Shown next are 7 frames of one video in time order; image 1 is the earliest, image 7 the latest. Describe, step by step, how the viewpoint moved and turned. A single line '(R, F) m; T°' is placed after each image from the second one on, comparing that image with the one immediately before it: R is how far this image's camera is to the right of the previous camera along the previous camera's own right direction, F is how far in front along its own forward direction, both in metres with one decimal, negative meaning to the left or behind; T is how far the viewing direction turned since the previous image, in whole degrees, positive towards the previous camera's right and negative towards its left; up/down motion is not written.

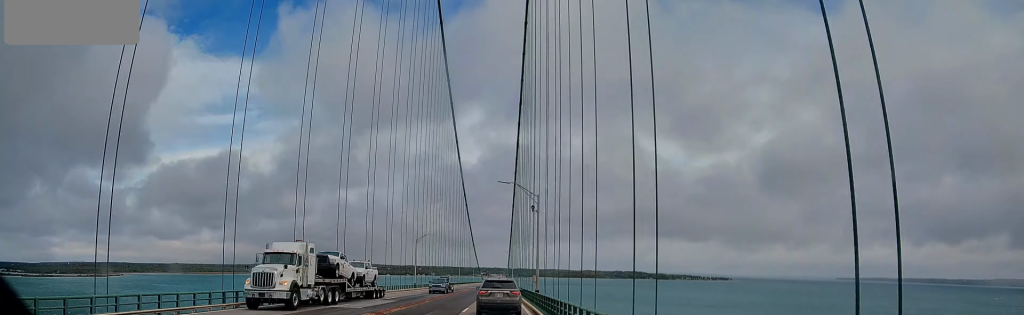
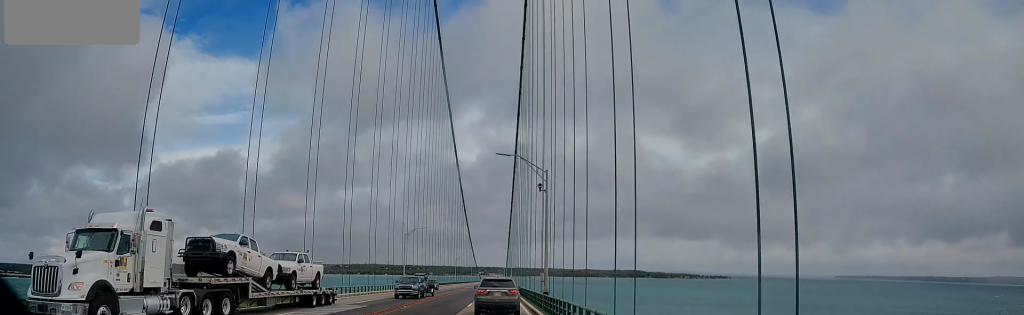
(0.0, +9.5) m; 0°
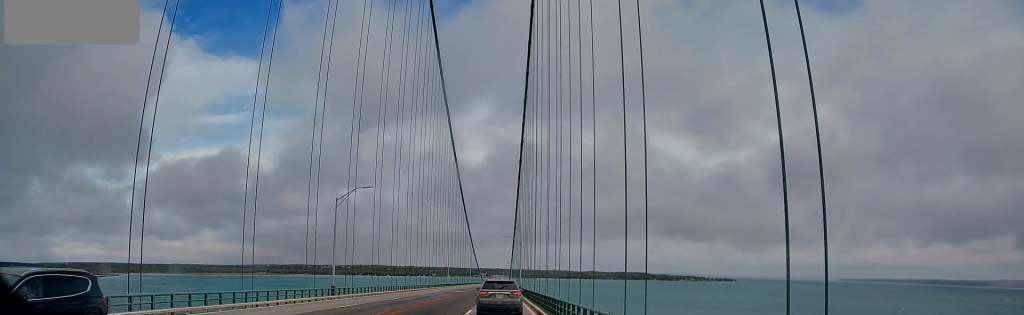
(0.0, +33.7) m; 0°
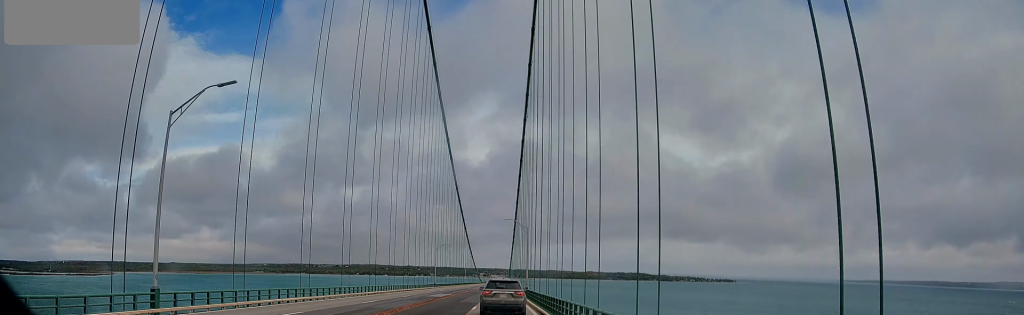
(-0.1, +24.9) m; -1°
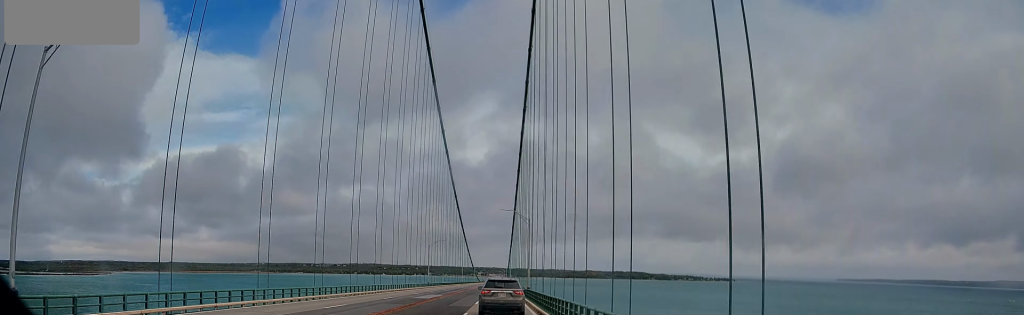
(0.0, +6.6) m; 0°
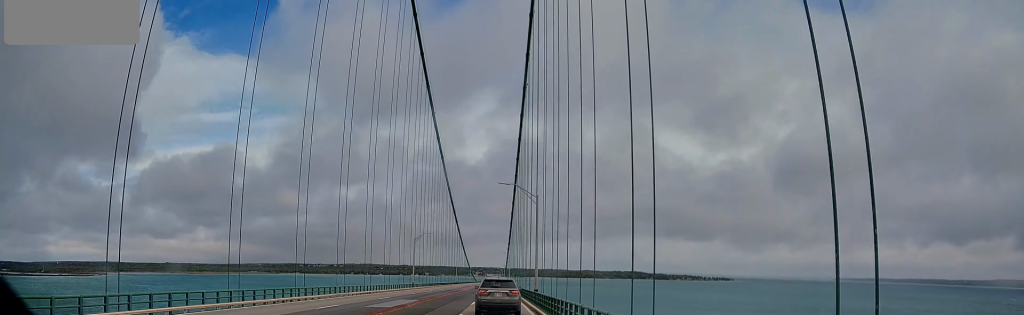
(-0.1, +13.6) m; +1°
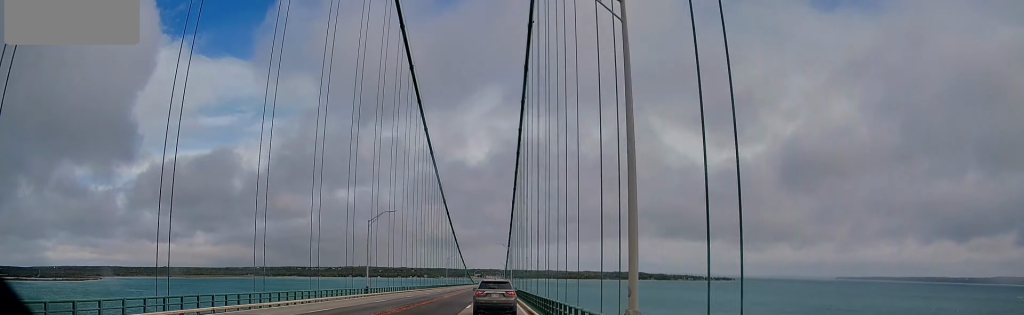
(+0.4, +29.4) m; +1°
